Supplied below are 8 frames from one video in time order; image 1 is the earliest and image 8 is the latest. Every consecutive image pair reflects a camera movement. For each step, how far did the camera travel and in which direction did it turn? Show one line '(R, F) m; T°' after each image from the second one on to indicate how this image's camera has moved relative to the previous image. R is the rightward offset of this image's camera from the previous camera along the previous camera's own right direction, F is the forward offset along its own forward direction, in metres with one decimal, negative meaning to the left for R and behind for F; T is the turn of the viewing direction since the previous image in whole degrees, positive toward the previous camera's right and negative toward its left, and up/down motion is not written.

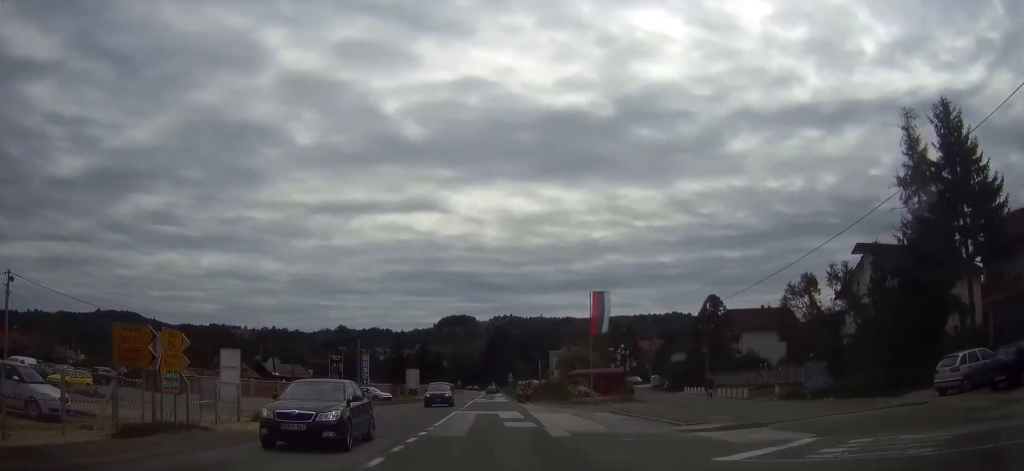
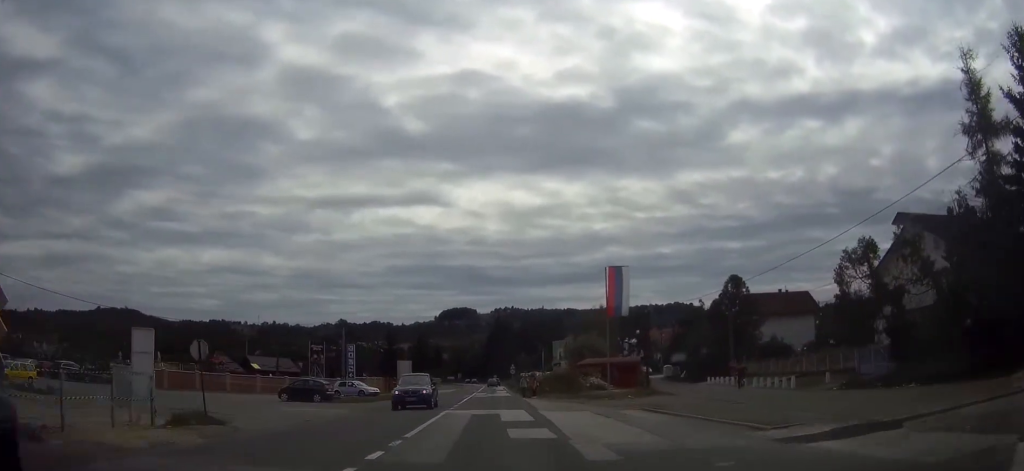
(0.0, +7.6) m; 0°
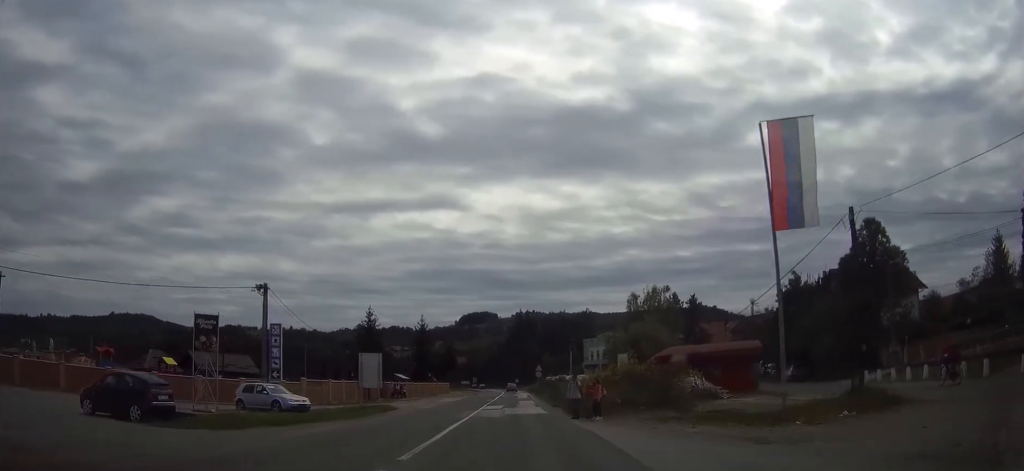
(-0.1, +25.5) m; -1°
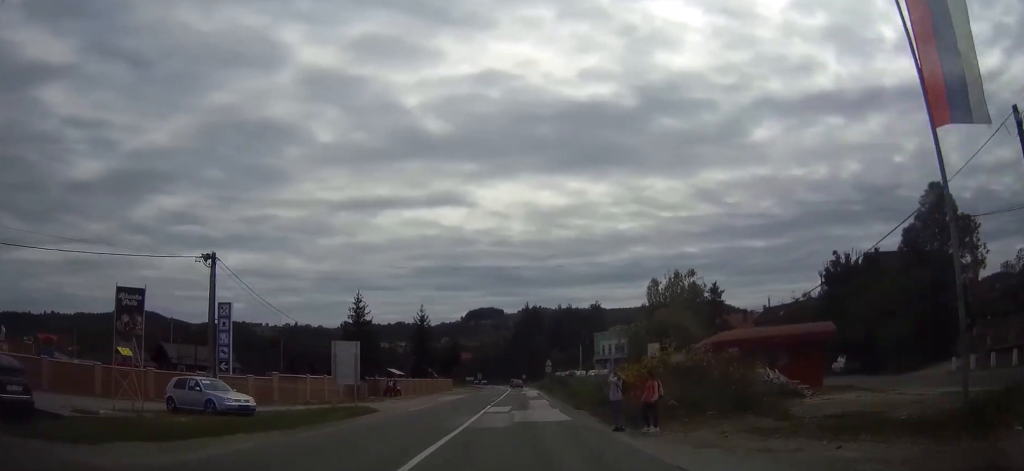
(-0.1, +7.9) m; -1°
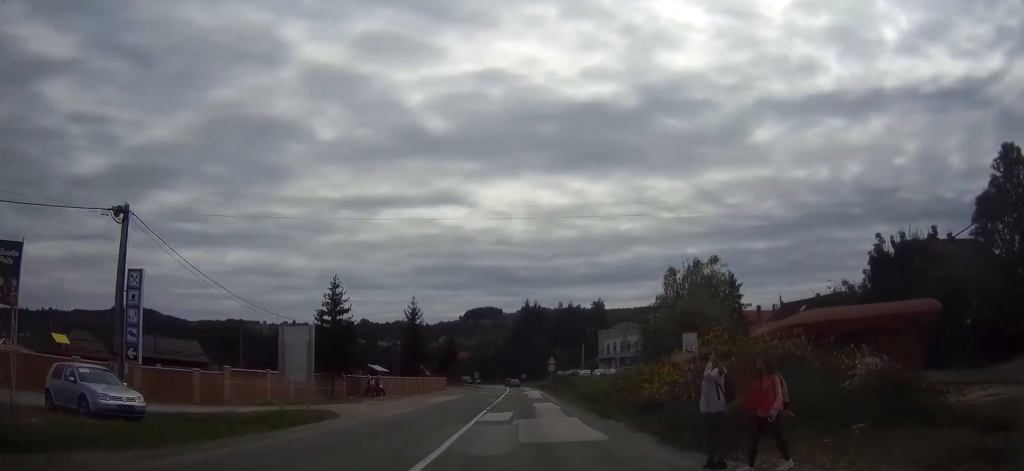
(-0.1, +7.7) m; 0°
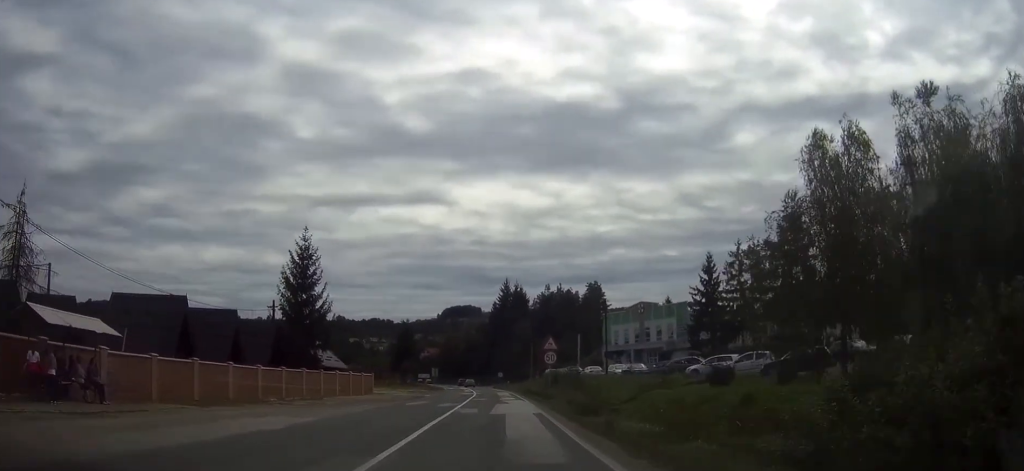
(+1.0, +37.8) m; +2°
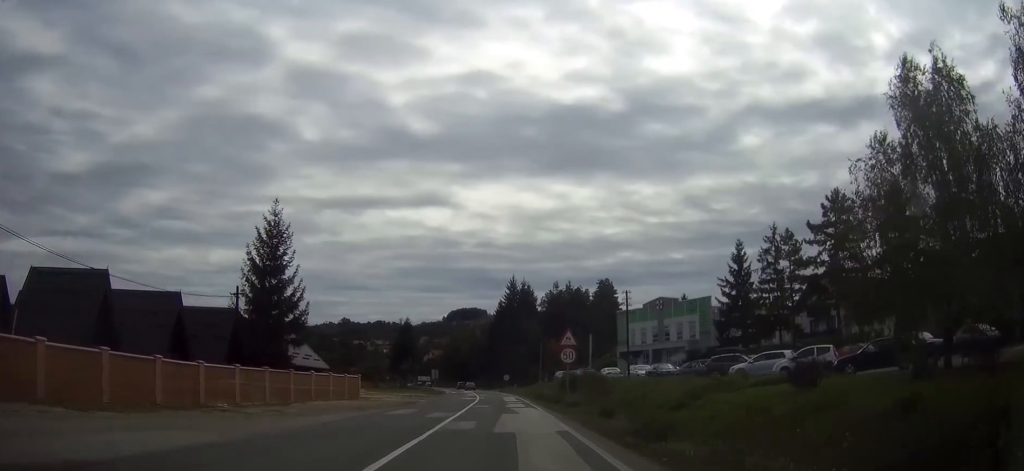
(0.0, +7.9) m; 0°
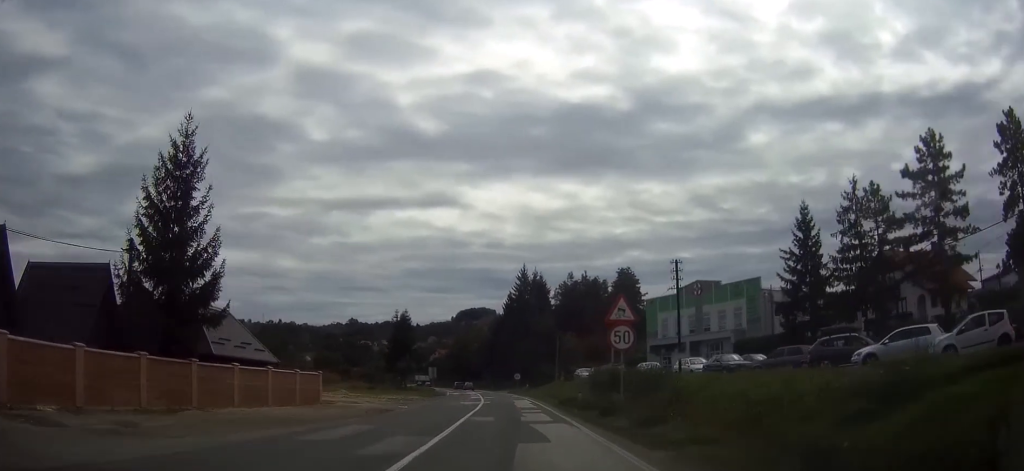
(-0.2, +13.9) m; -1°
